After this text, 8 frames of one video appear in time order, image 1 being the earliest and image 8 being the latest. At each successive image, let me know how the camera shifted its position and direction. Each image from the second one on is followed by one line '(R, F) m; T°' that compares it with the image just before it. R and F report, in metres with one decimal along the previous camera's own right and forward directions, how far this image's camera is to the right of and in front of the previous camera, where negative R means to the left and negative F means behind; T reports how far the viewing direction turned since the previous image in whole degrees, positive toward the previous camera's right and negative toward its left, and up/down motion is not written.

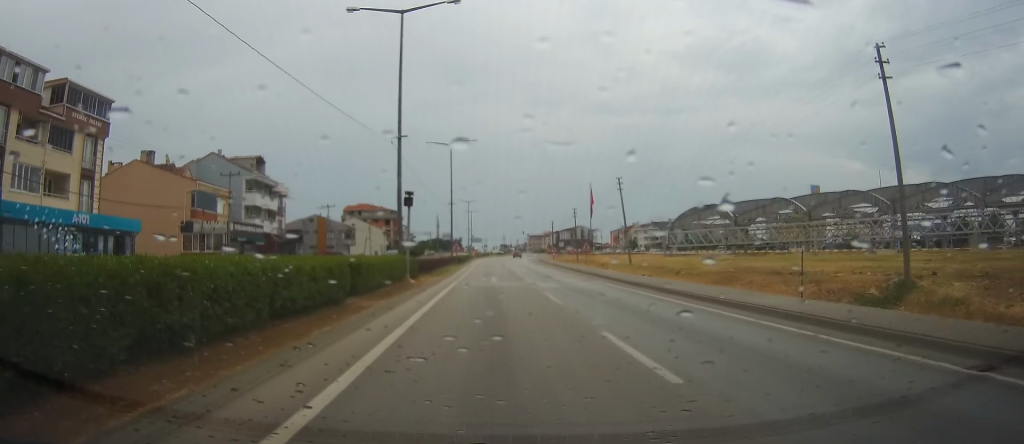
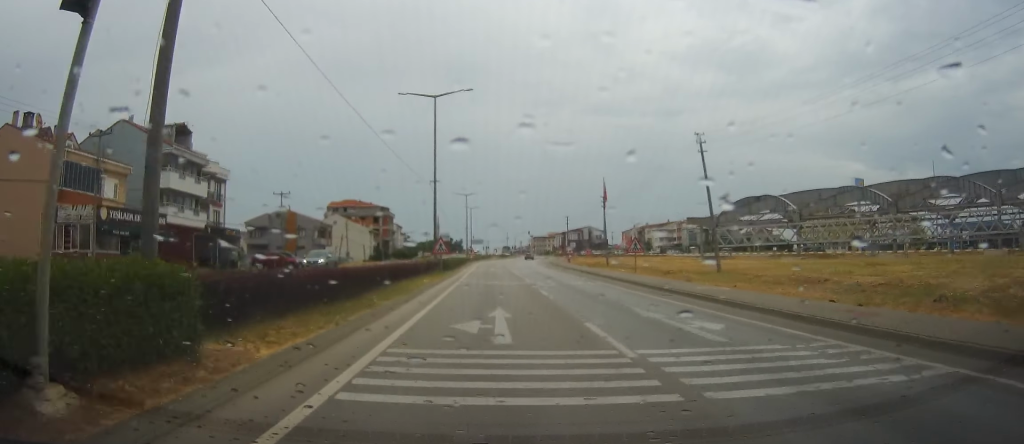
(-0.1, +22.0) m; 0°
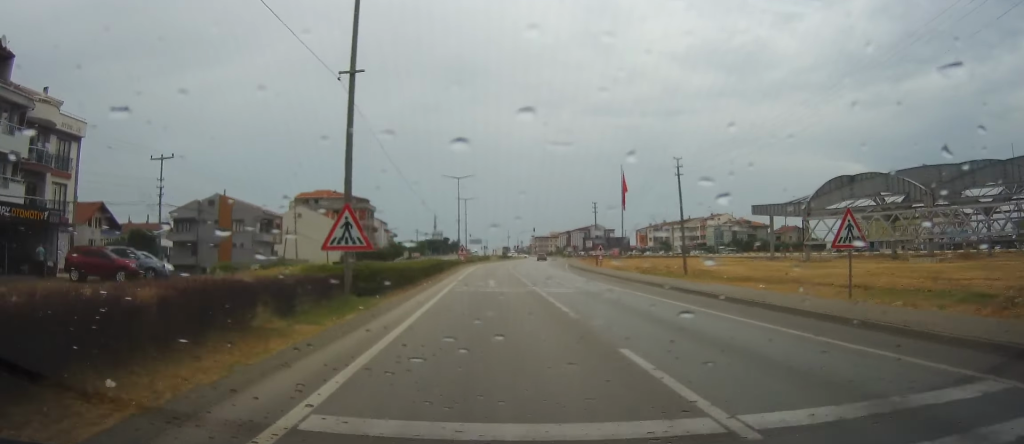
(+0.1, +28.5) m; 0°
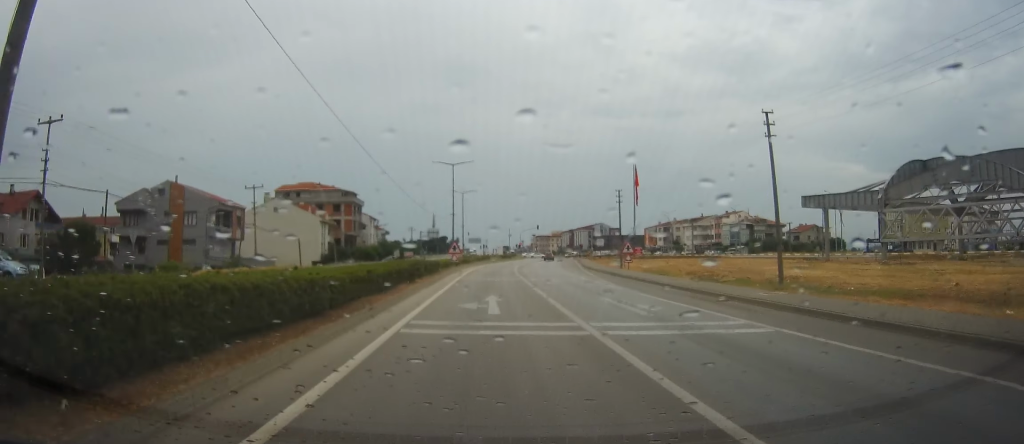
(0.0, +14.8) m; 0°
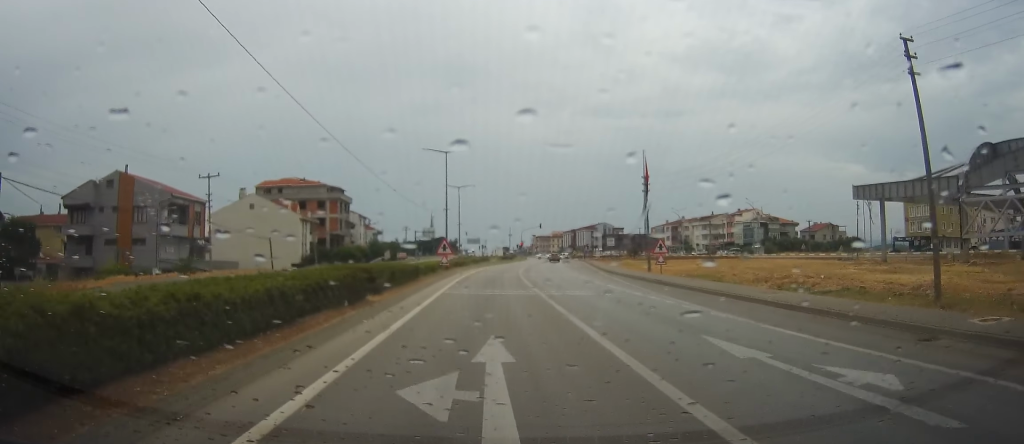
(0.0, +11.3) m; 0°
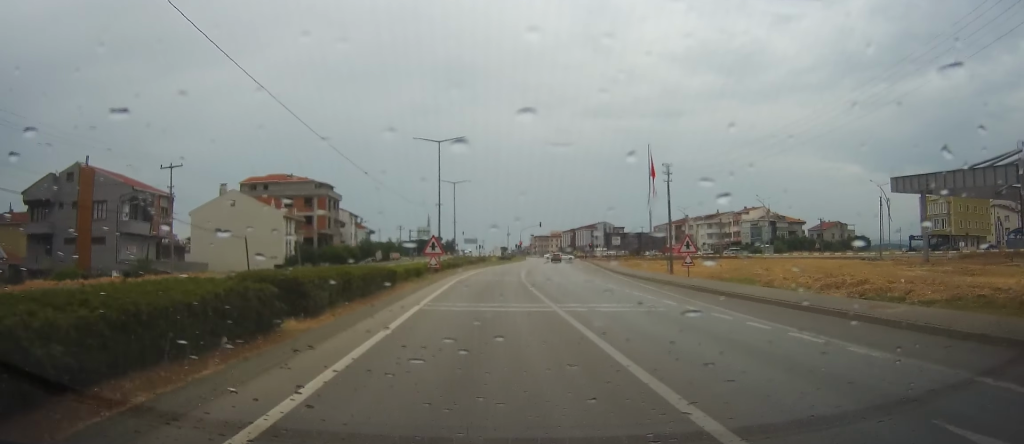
(0.0, +7.5) m; 0°
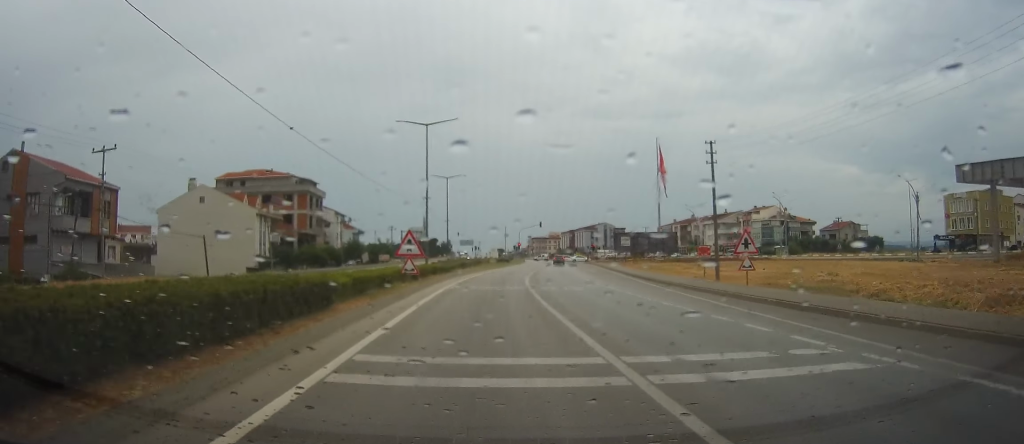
(0.0, +10.2) m; 0°
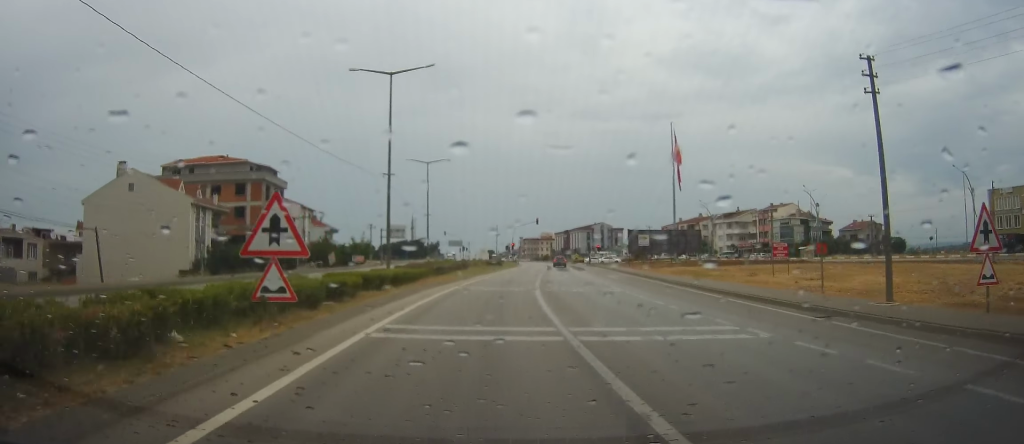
(-0.1, +17.1) m; +1°
